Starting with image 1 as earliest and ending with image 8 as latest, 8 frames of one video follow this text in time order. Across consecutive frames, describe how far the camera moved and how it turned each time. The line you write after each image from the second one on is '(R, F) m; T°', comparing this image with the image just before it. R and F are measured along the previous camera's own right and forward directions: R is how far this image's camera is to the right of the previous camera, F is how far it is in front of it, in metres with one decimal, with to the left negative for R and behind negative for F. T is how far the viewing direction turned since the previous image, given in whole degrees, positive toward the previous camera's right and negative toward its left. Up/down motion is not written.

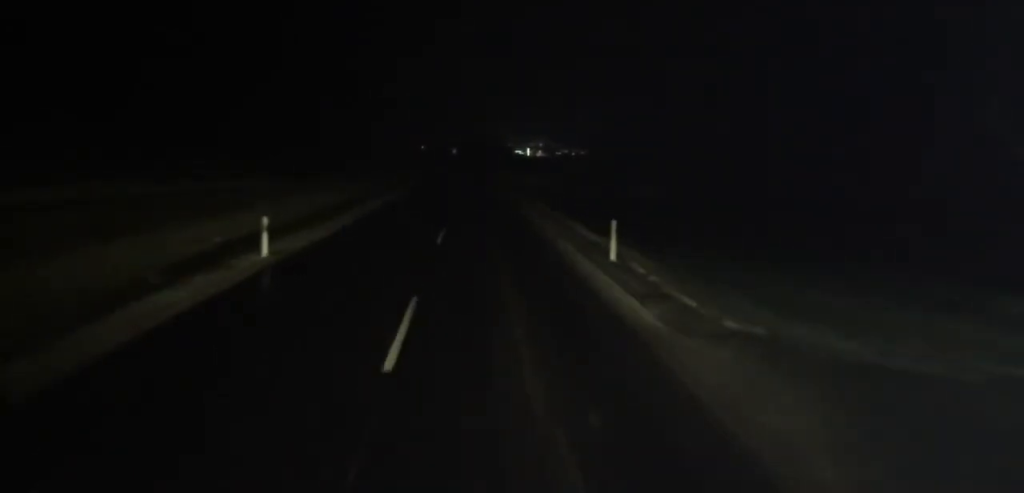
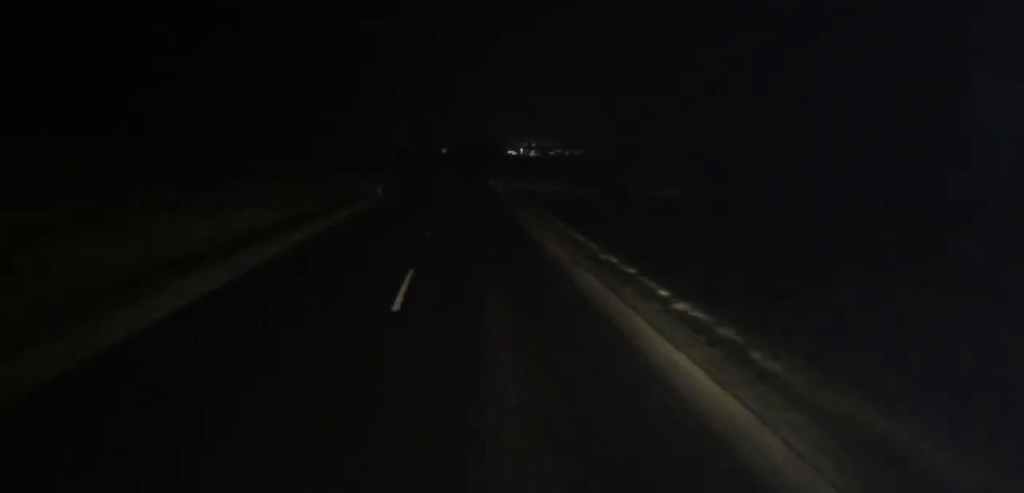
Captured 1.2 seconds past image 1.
(-0.2, +20.3) m; -1°
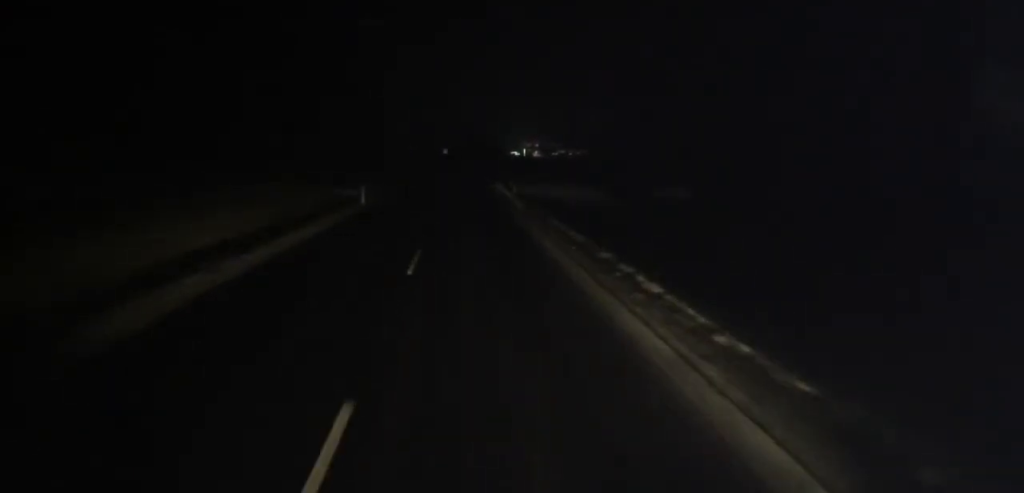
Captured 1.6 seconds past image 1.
(0.0, +8.2) m; 0°
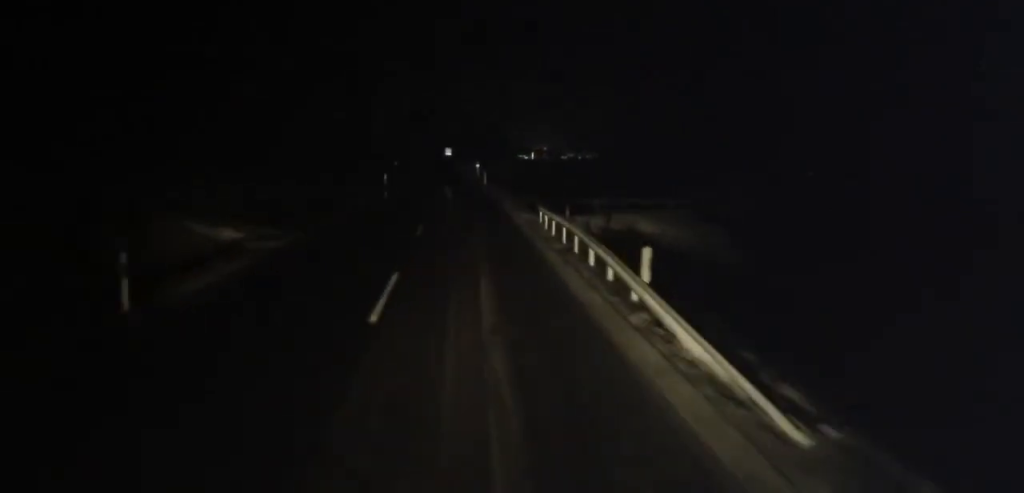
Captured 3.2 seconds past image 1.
(+0.4, +28.1) m; +1°
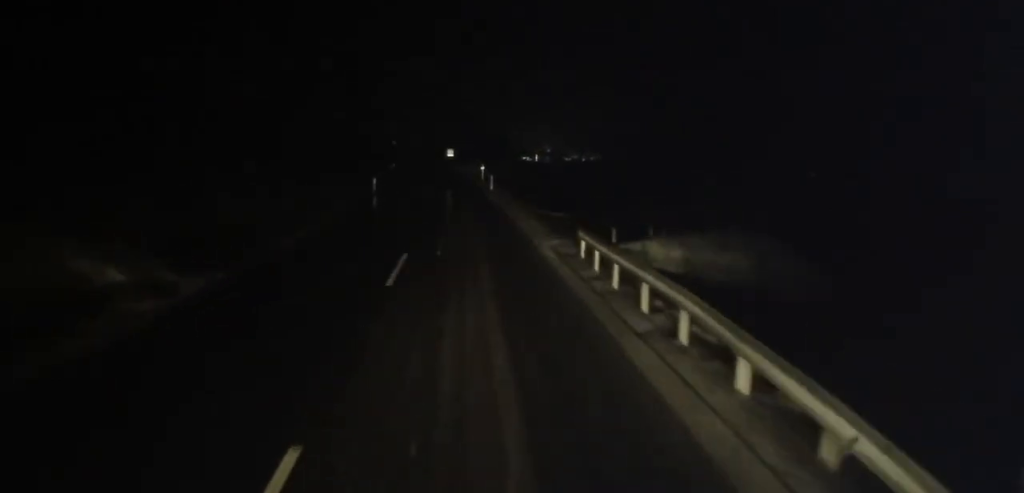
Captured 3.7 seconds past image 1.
(+0.1, +8.8) m; 0°
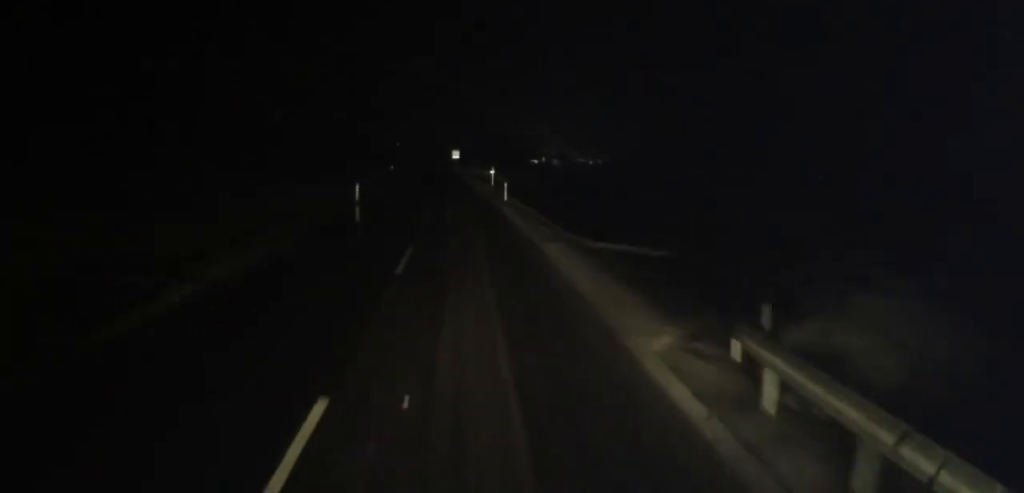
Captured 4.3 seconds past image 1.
(-0.2, +10.6) m; -1°
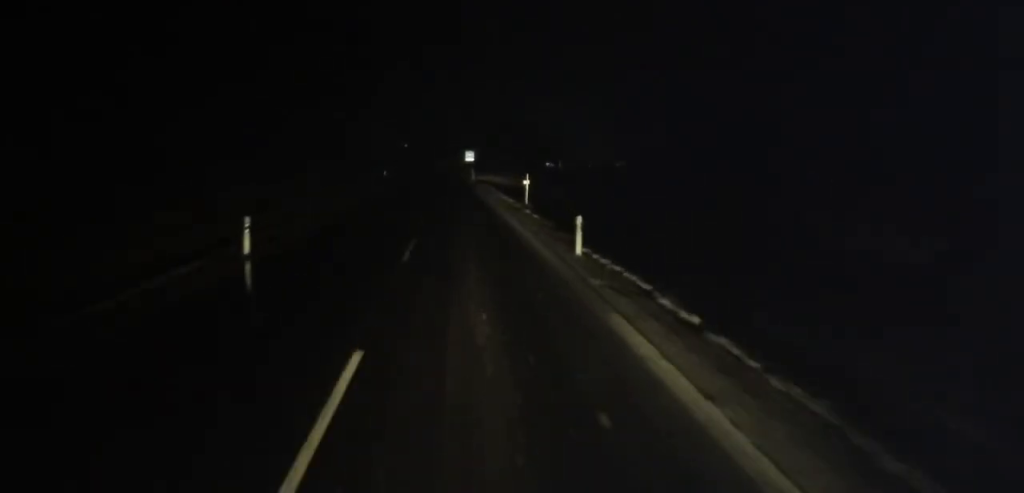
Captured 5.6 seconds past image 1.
(-0.1, +22.6) m; -3°
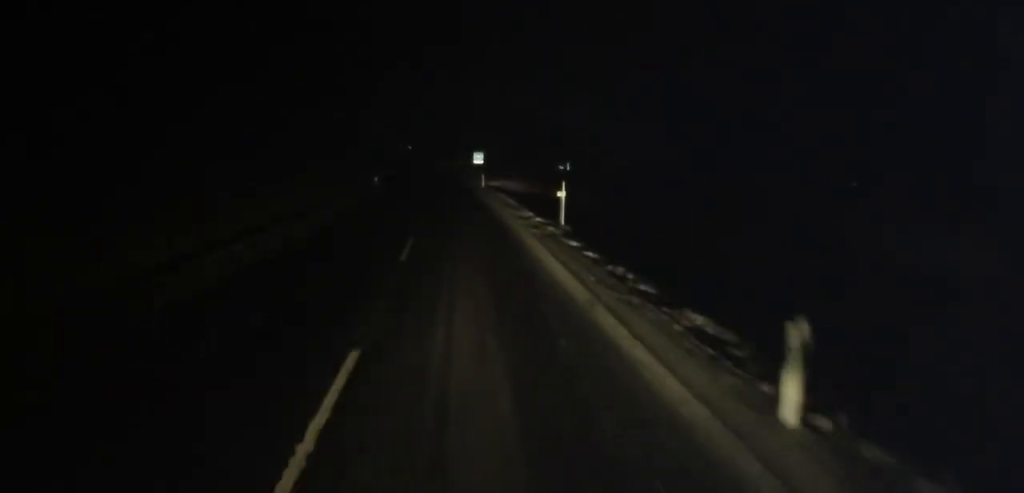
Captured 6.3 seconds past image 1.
(-0.5, +11.8) m; -1°
